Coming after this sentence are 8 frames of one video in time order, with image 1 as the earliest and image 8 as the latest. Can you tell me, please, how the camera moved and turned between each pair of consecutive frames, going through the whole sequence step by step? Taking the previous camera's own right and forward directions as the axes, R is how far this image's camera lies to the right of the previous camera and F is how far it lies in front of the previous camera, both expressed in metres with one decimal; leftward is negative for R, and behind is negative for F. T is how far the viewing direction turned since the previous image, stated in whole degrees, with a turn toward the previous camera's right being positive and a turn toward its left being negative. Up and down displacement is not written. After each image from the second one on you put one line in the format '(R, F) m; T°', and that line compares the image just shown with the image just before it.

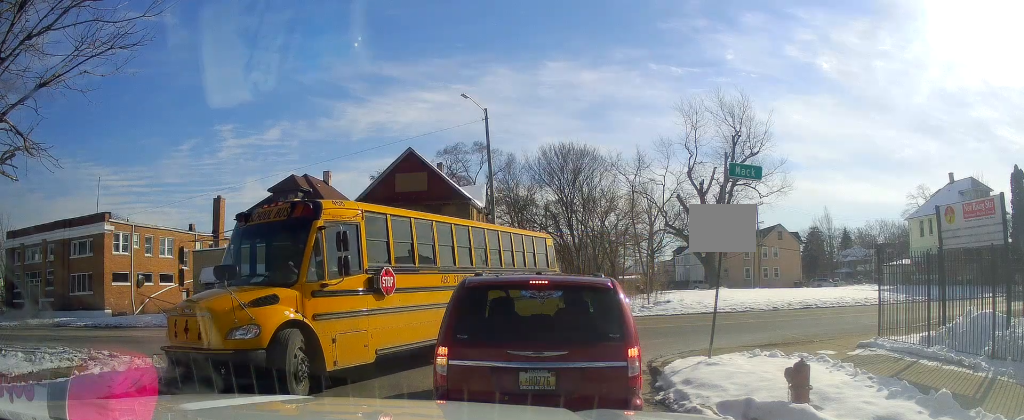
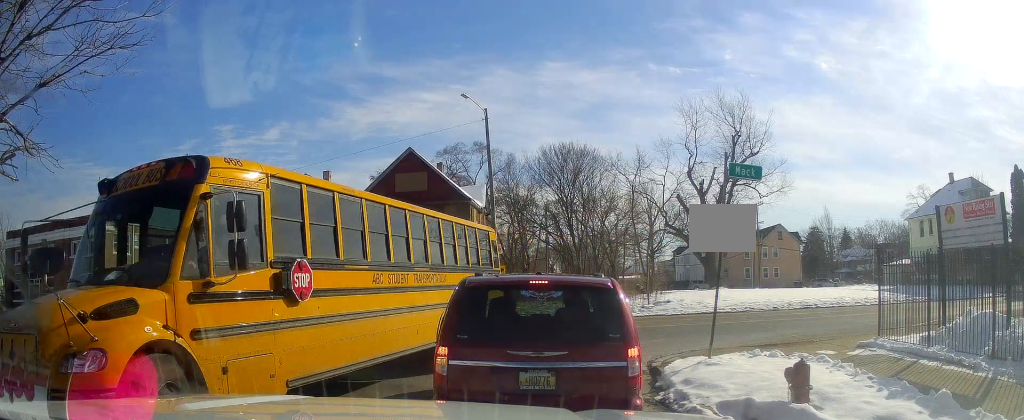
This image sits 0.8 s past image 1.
(0.0, 0.0) m; 0°
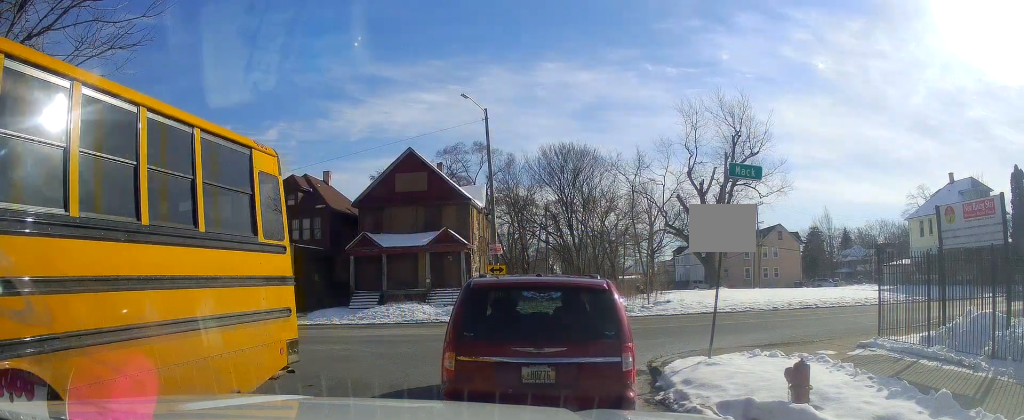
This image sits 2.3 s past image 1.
(0.0, 0.0) m; 0°
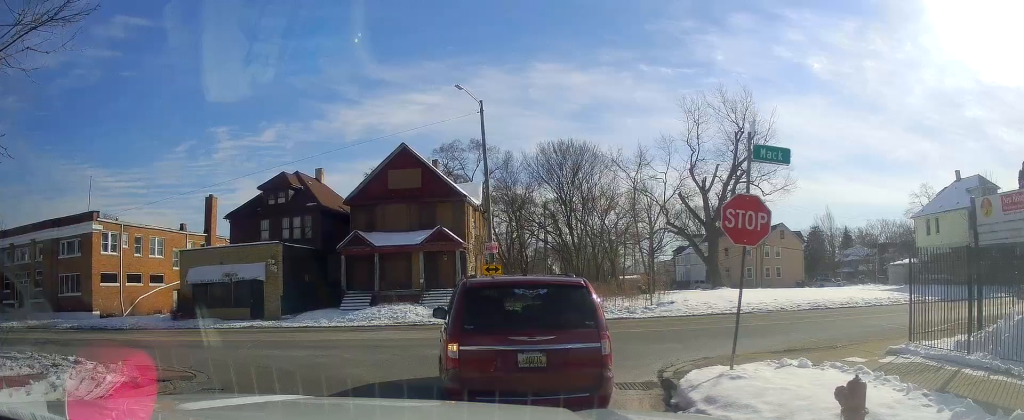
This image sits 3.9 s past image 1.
(0.0, 0.0) m; 0°
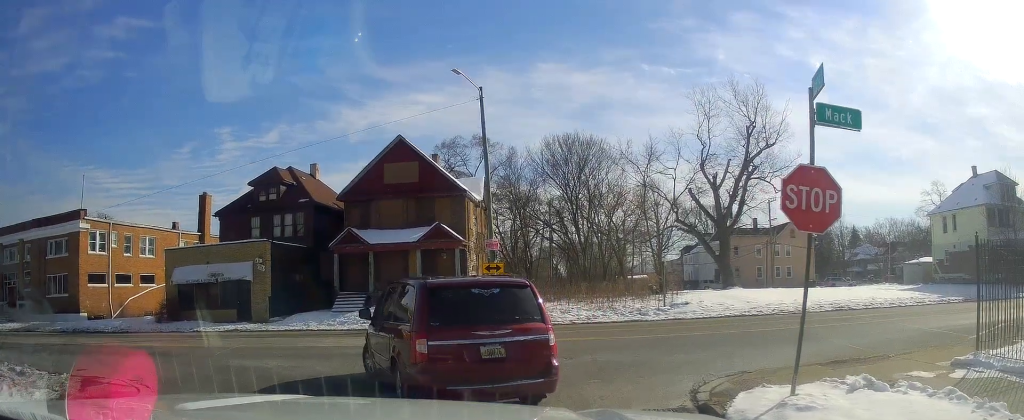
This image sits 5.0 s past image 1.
(+0.3, +0.6) m; 0°
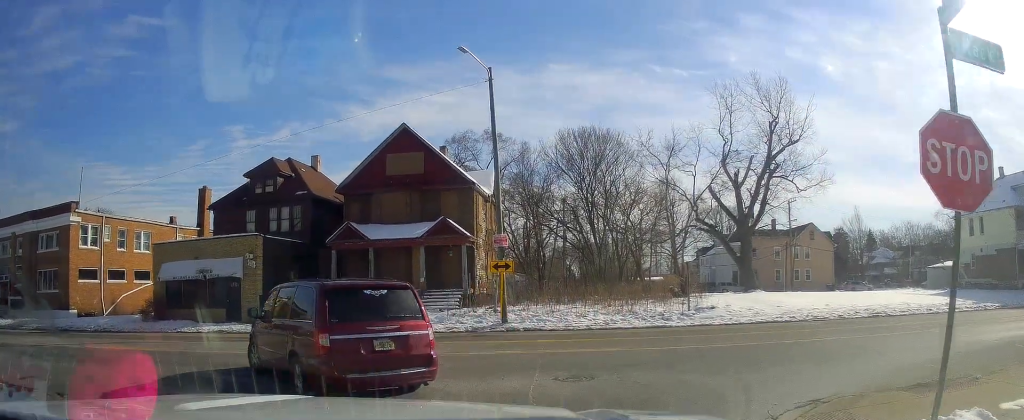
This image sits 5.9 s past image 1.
(-0.1, +1.5) m; +2°
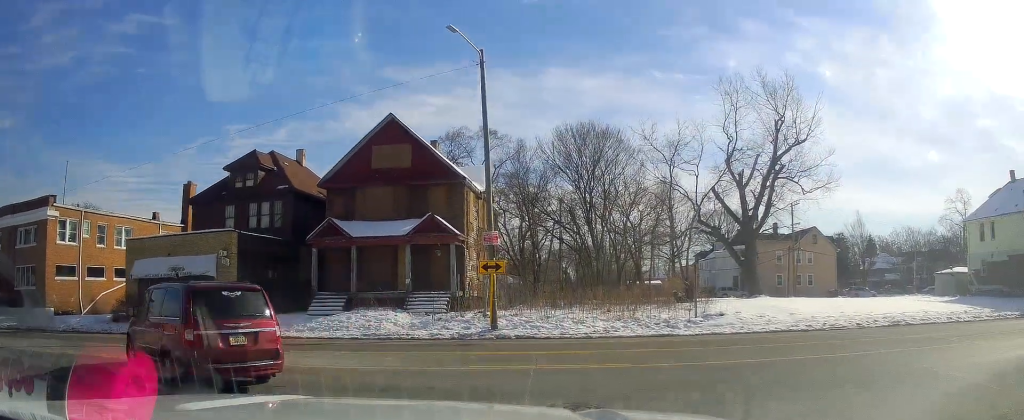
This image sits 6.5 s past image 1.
(-0.1, +1.5) m; +4°
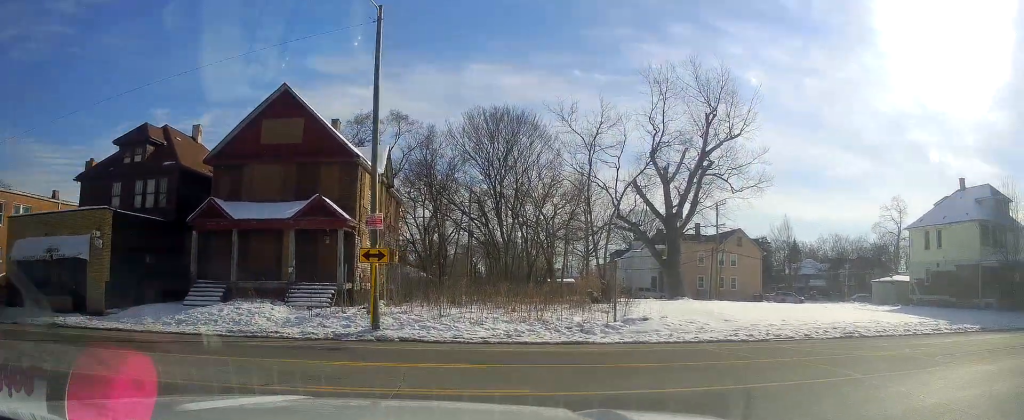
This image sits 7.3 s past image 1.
(+0.3, +2.7) m; +14°
